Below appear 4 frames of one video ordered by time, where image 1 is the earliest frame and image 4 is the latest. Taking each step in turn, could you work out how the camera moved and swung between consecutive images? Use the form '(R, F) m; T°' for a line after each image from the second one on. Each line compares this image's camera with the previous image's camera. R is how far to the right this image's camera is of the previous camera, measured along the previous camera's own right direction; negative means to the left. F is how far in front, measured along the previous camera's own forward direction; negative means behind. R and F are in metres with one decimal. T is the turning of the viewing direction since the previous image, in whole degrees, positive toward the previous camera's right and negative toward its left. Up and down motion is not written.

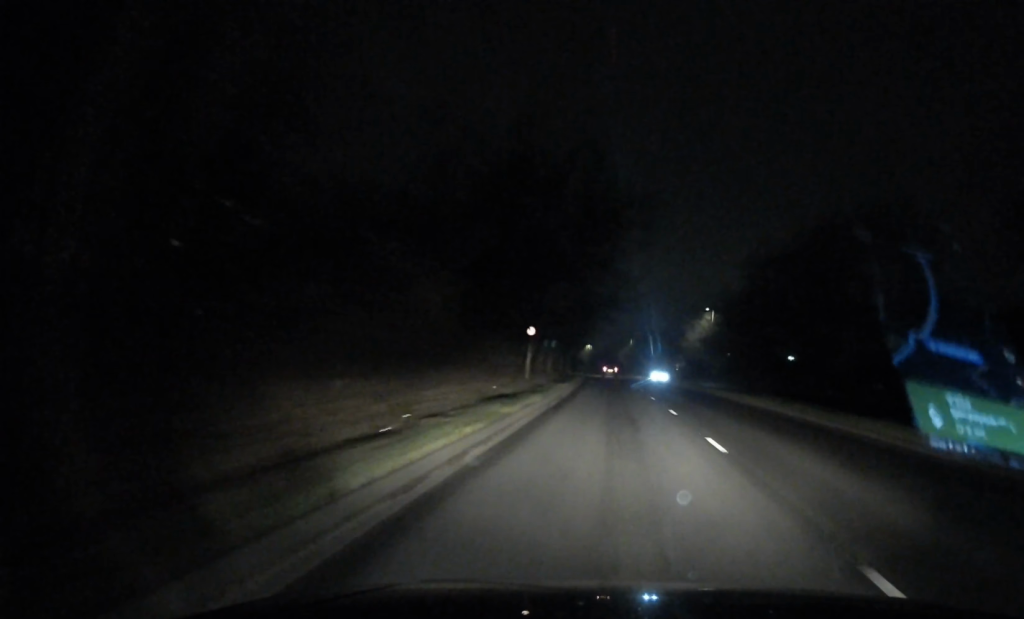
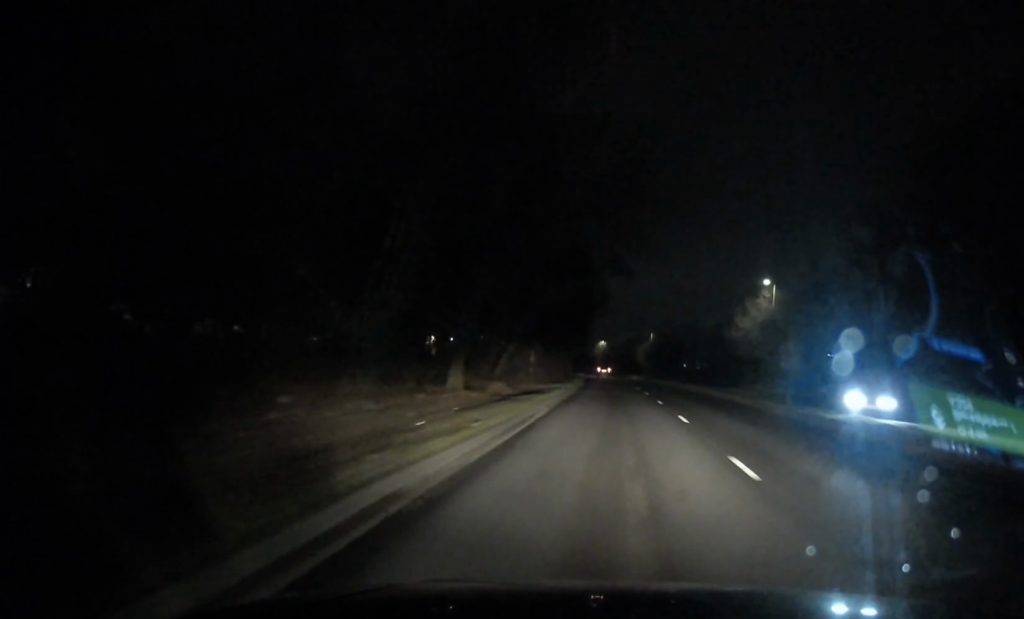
(-0.9, +38.1) m; -3°
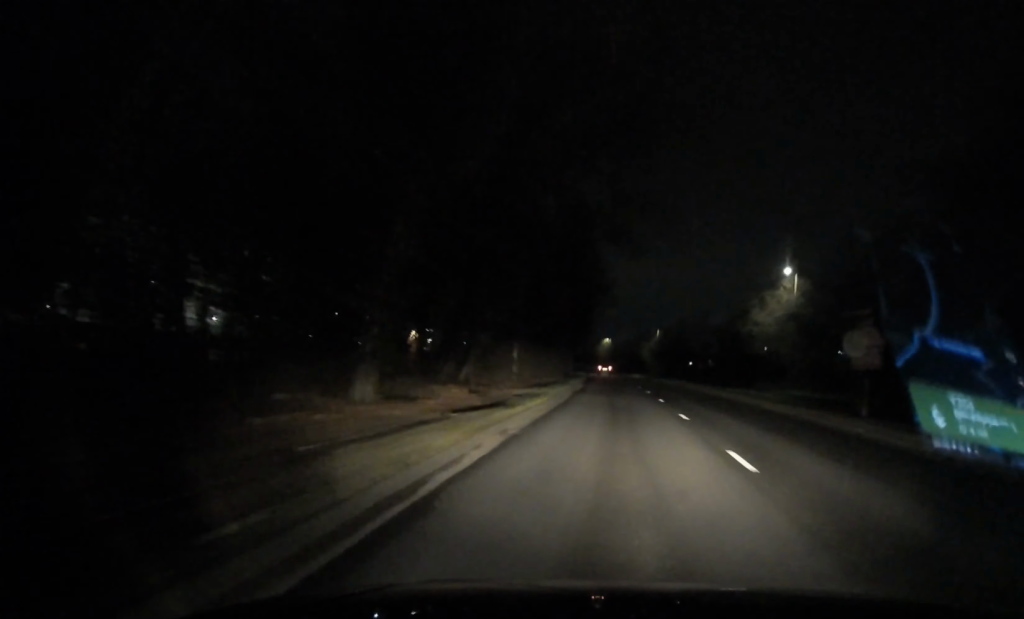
(0.0, +8.7) m; -1°
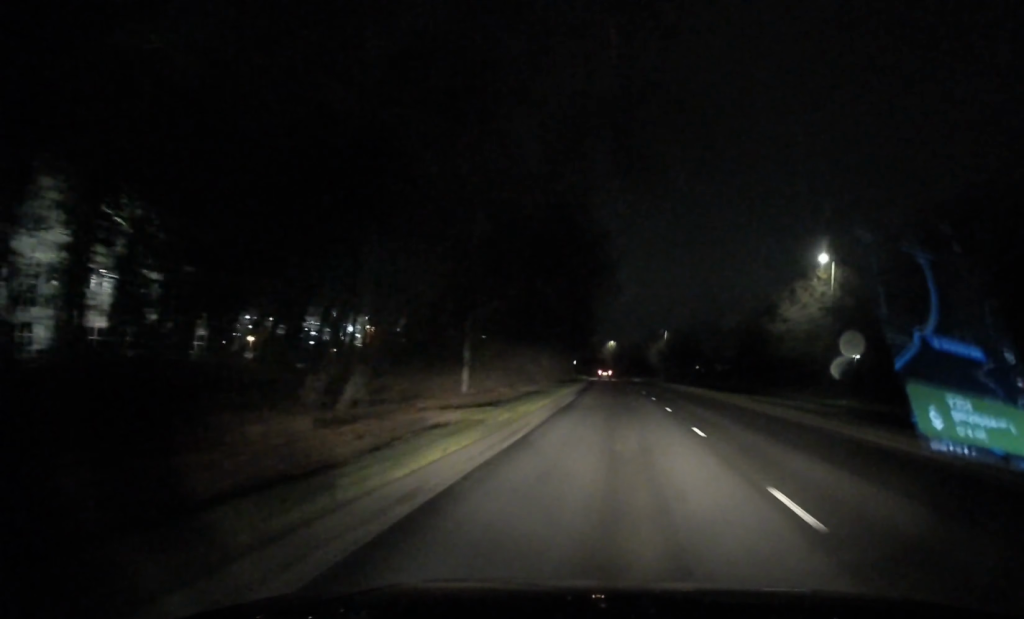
(+0.1, +11.7) m; -1°
